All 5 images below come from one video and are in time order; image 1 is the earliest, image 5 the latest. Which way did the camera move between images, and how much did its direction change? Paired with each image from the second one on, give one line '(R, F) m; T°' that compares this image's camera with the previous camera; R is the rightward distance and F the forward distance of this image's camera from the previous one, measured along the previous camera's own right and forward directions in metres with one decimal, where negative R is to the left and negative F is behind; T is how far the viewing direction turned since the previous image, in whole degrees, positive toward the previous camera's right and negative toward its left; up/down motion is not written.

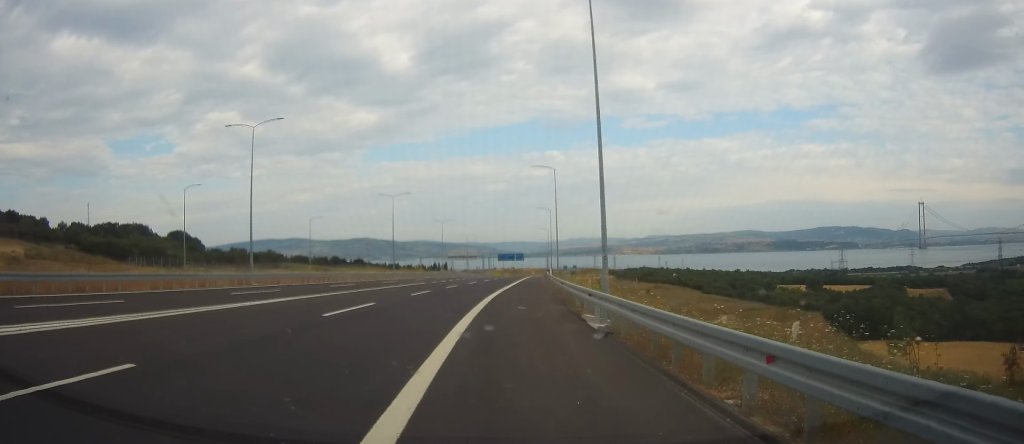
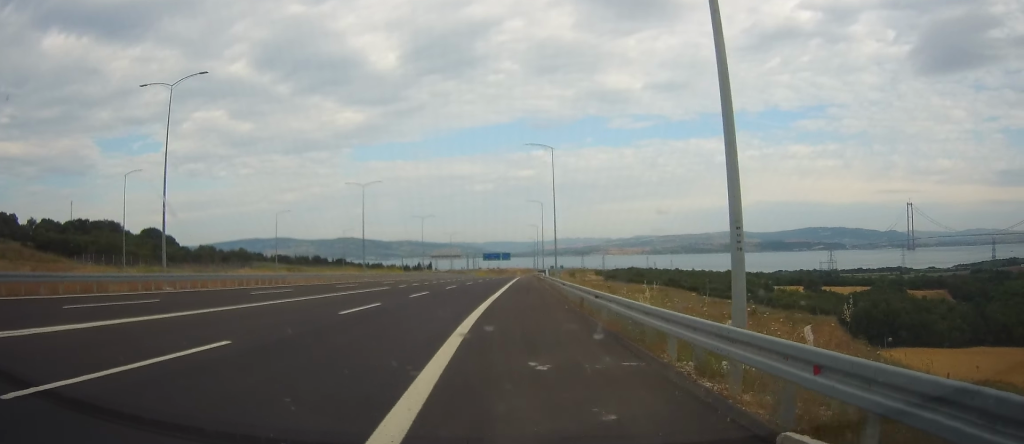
(+0.1, +15.6) m; +2°
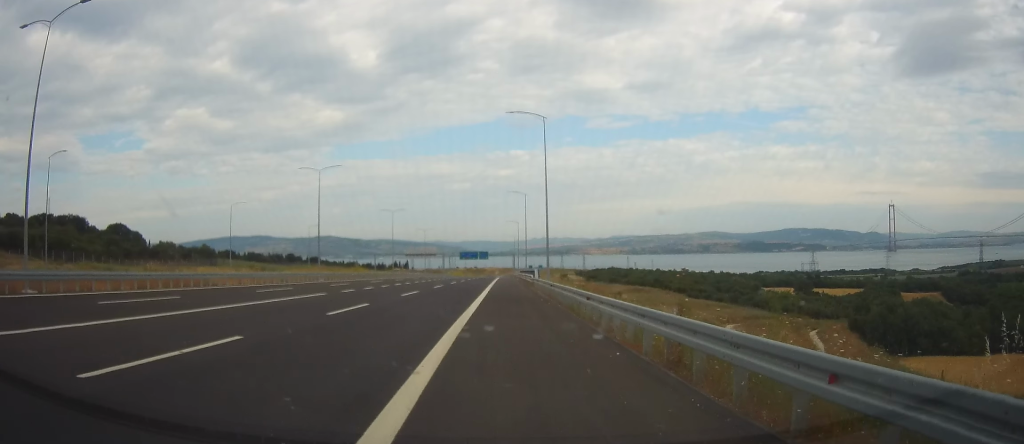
(+0.6, +15.0) m; +2°
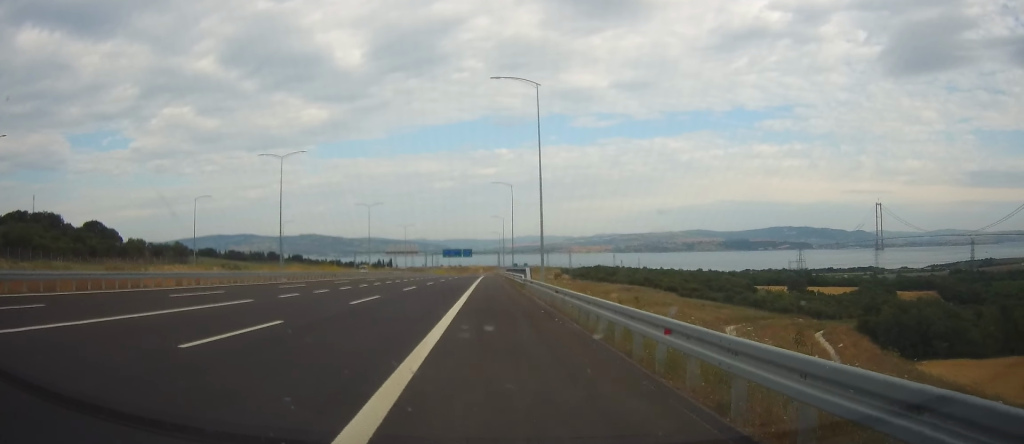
(-0.1, +11.1) m; 0°
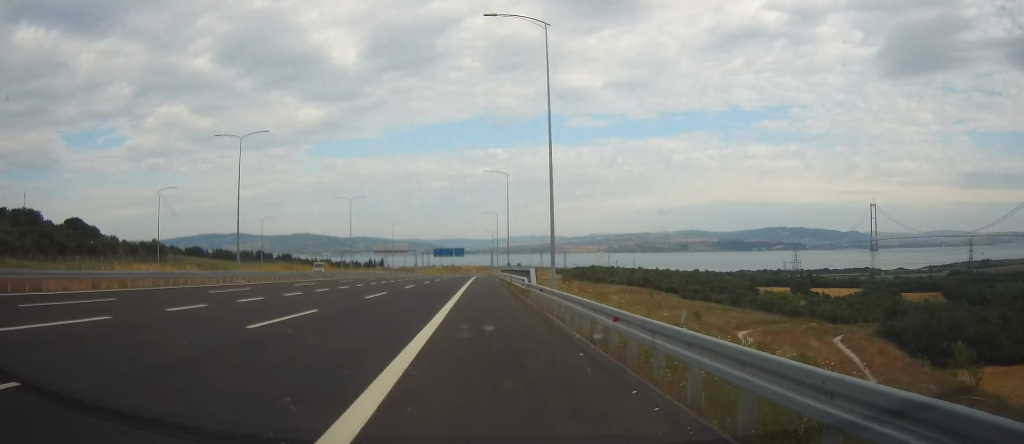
(+0.6, +13.1) m; +2°
